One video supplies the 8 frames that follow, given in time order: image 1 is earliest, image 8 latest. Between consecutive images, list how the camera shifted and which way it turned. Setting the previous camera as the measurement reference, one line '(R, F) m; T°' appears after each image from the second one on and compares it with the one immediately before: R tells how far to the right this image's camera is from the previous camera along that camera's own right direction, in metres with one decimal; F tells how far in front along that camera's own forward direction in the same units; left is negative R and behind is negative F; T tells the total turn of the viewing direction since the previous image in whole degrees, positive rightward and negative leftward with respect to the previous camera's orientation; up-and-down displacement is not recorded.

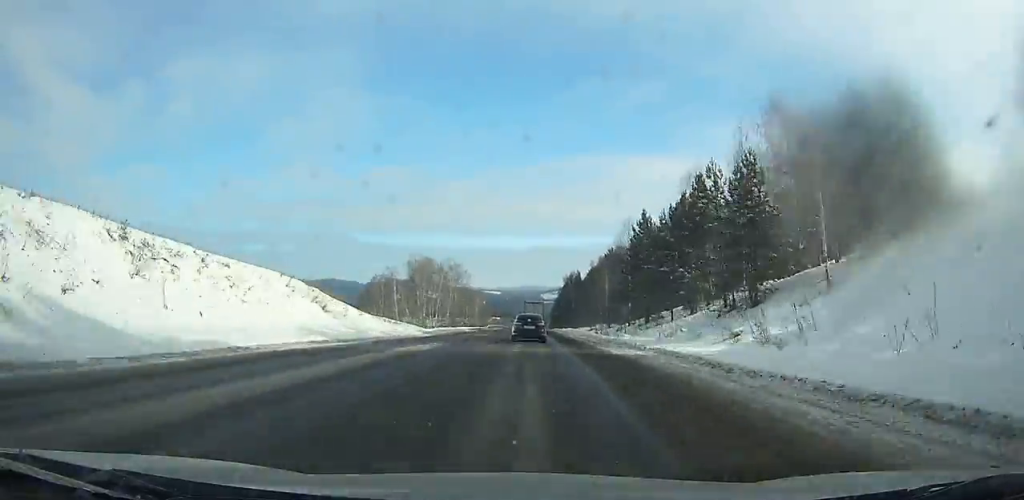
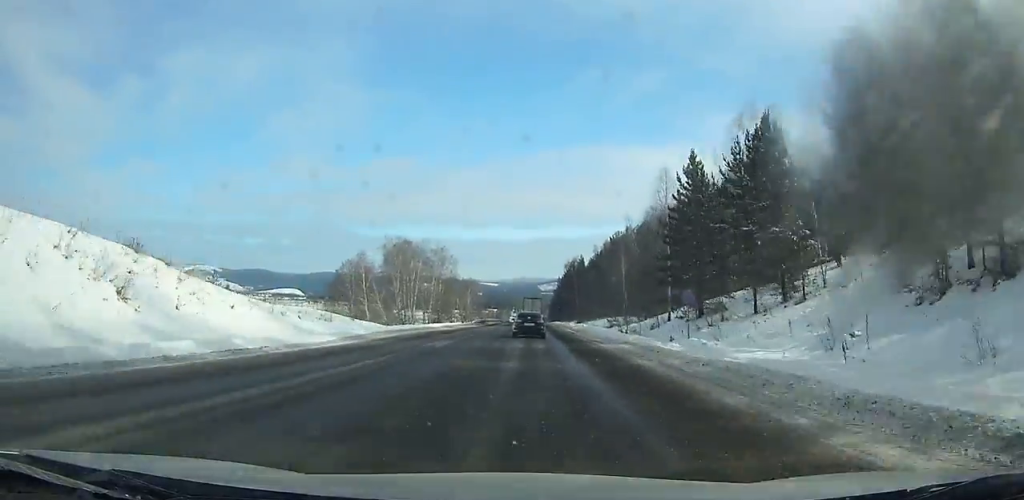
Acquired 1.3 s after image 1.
(-0.1, +20.8) m; 0°
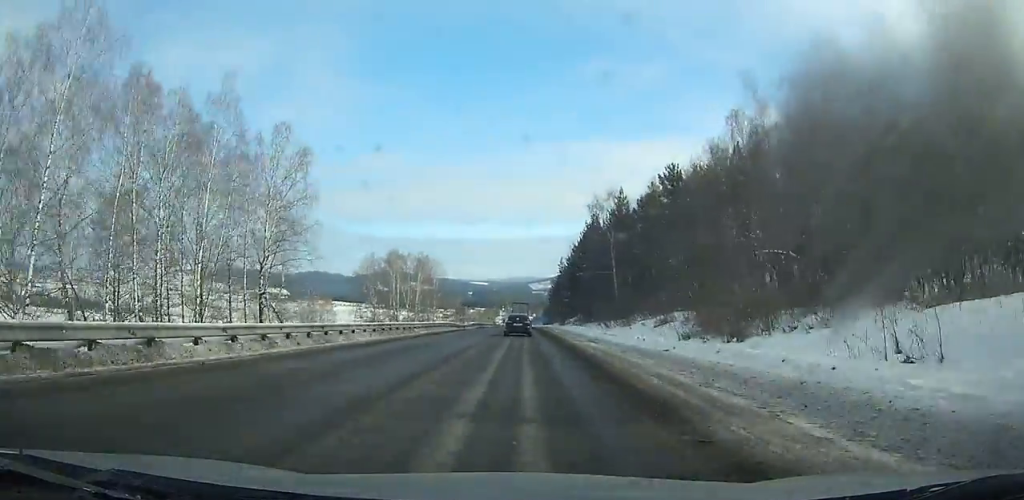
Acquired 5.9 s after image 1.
(+0.2, +76.8) m; 0°
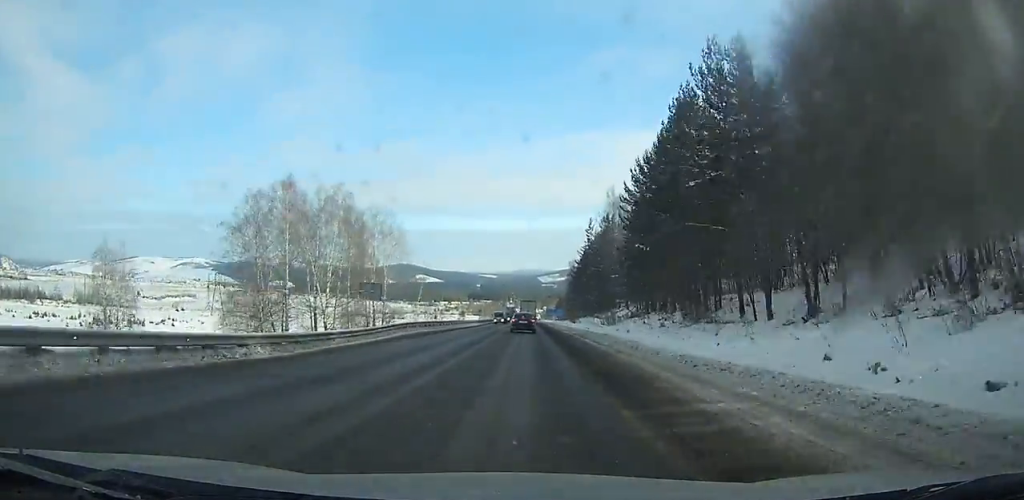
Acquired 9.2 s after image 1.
(-0.1, +59.0) m; 0°
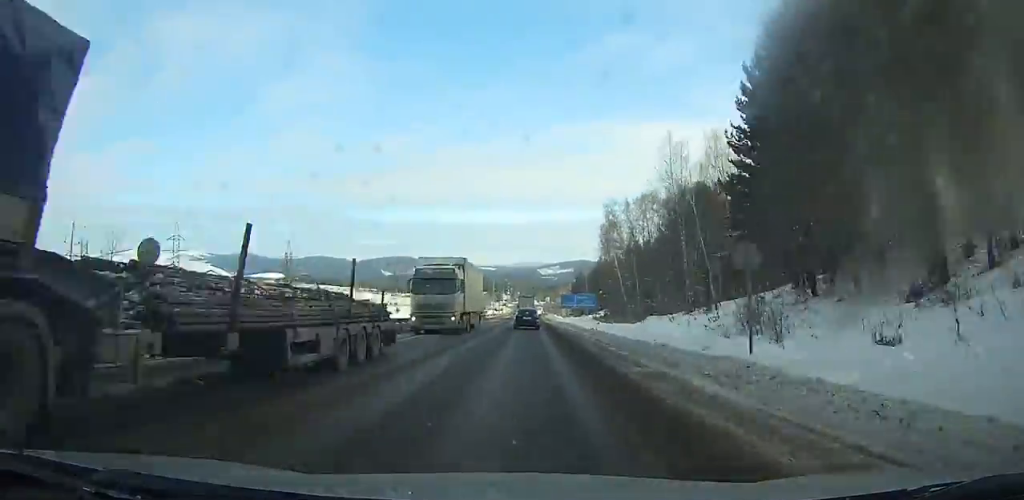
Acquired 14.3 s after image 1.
(-0.2, +96.9) m; 0°
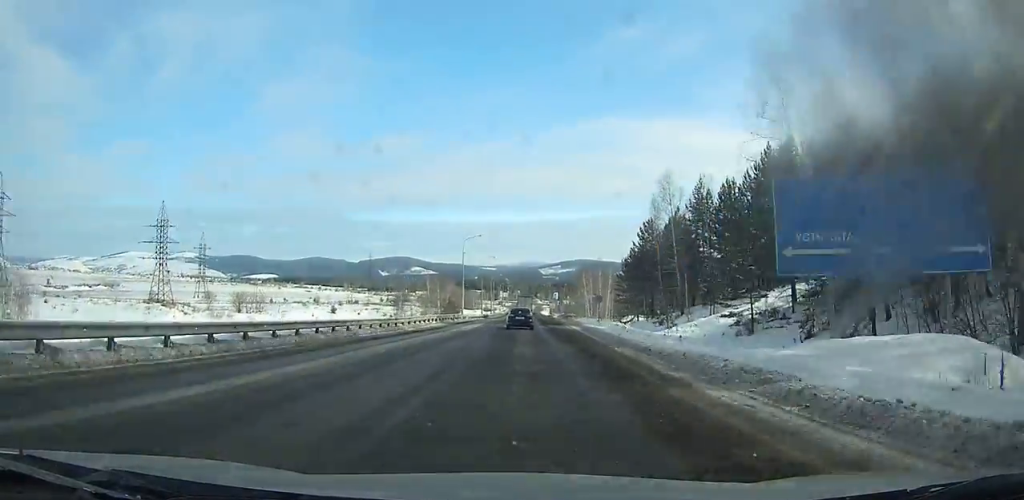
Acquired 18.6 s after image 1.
(-0.2, +86.2) m; 0°
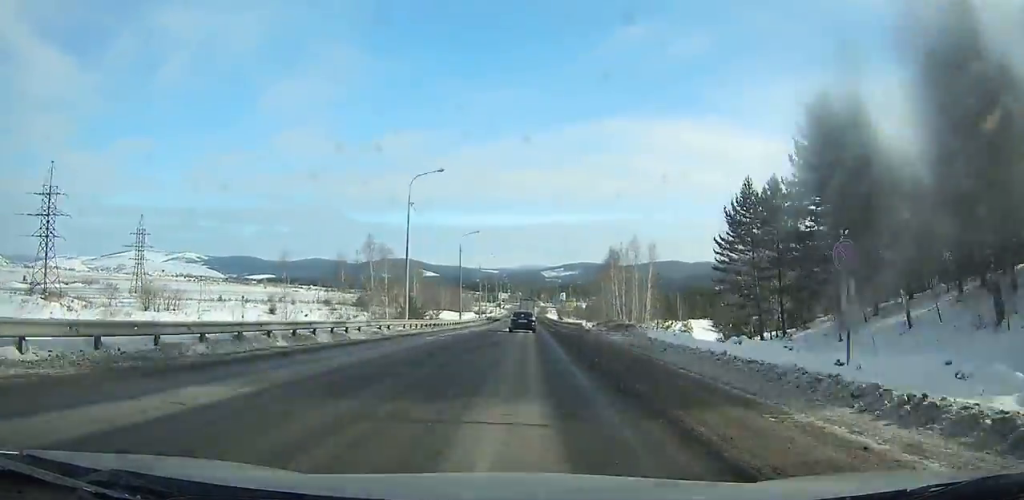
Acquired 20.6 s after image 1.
(+0.1, +41.5) m; 0°
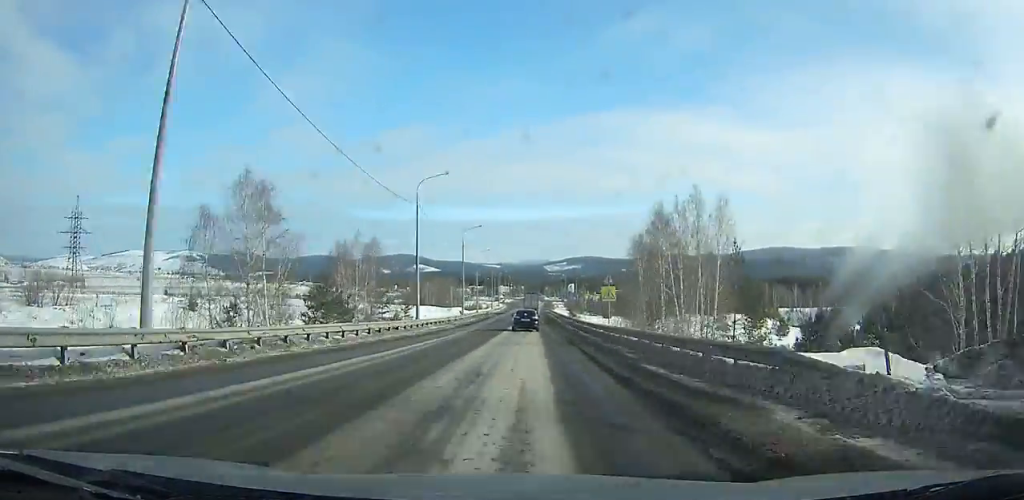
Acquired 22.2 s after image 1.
(0.0, +33.6) m; 0°
